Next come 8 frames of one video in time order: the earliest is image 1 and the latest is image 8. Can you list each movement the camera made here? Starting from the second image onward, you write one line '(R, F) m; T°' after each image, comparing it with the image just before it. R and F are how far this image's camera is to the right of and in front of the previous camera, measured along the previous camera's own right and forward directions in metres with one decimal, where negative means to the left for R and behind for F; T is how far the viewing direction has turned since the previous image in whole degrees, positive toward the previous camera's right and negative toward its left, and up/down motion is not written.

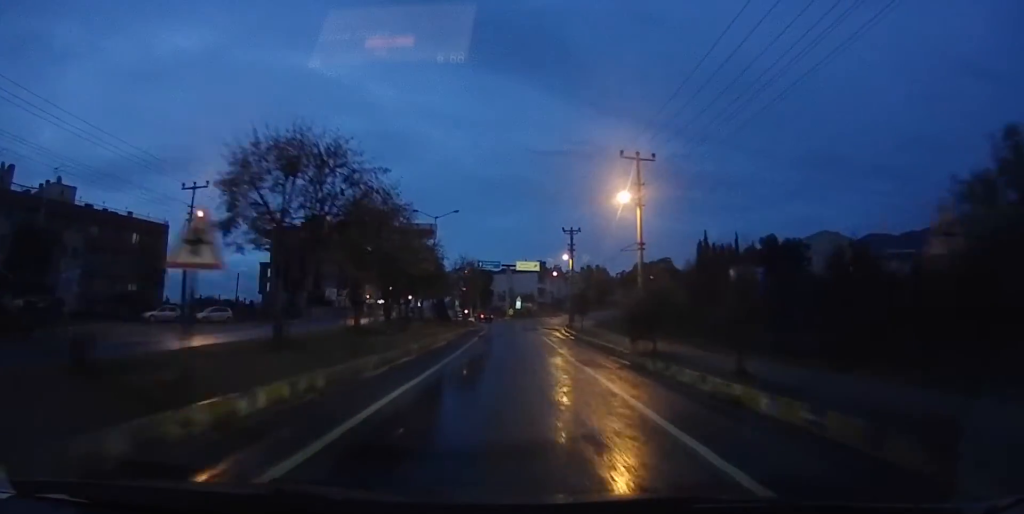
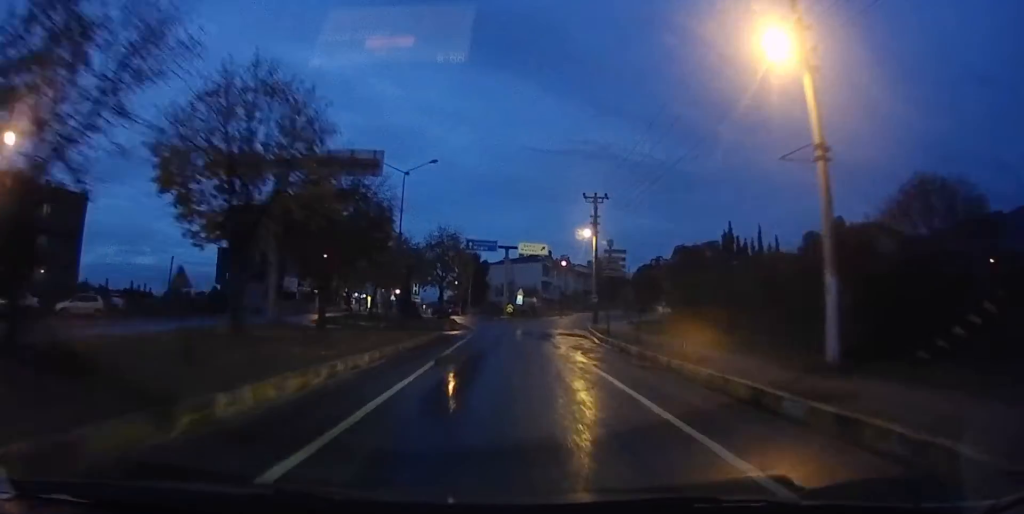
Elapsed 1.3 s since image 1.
(-0.1, +18.0) m; -1°
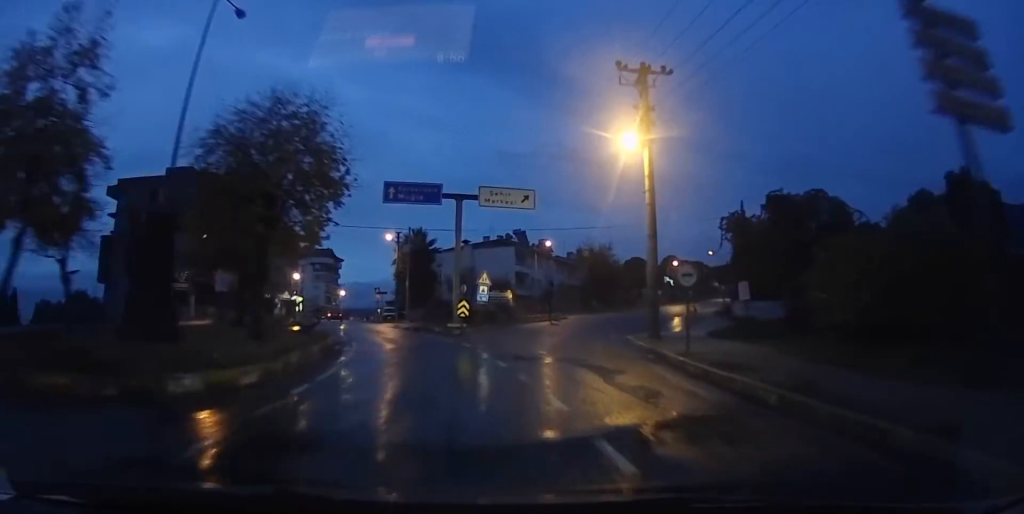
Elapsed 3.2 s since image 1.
(+0.3, +25.3) m; +4°
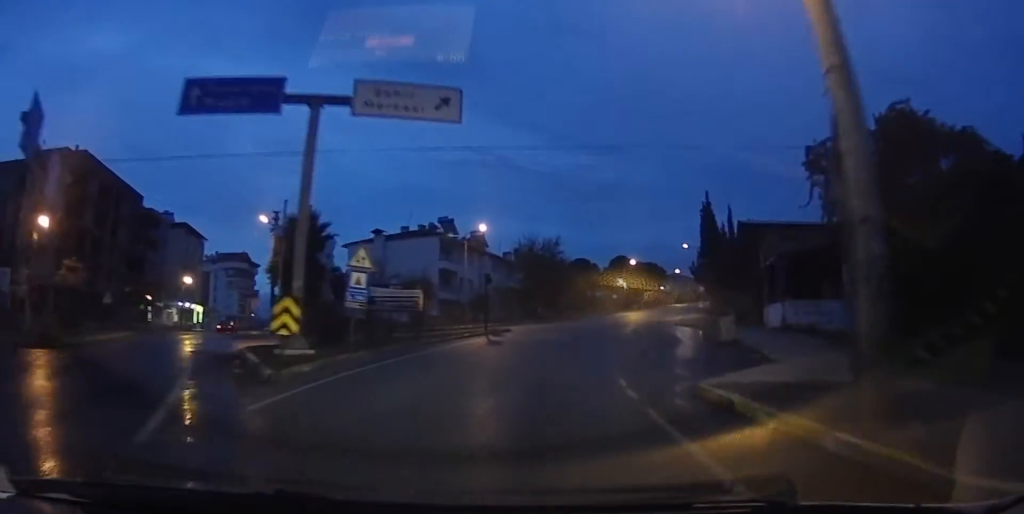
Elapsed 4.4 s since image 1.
(+0.7, +15.0) m; +6°
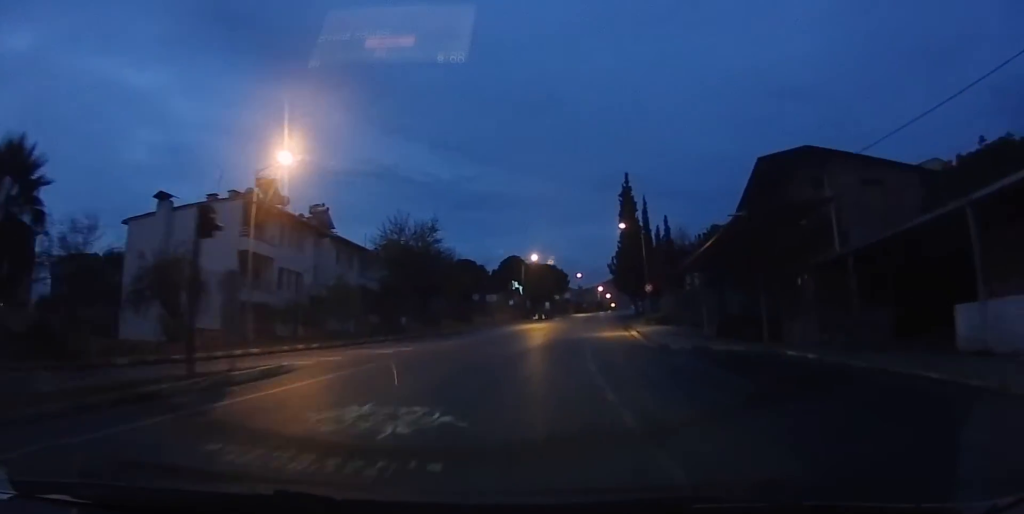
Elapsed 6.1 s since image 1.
(+1.8, +20.2) m; +10°
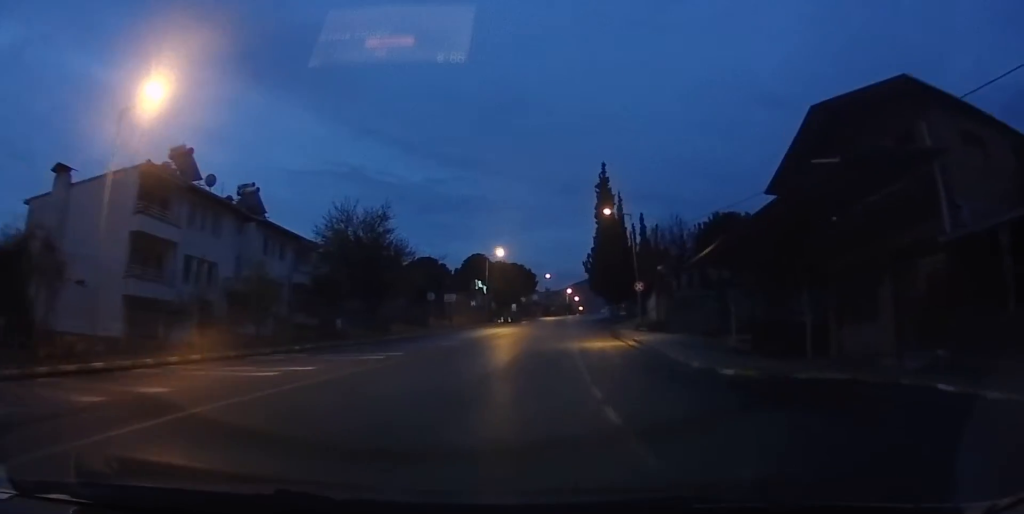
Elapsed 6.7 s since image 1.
(+0.2, +7.7) m; +4°
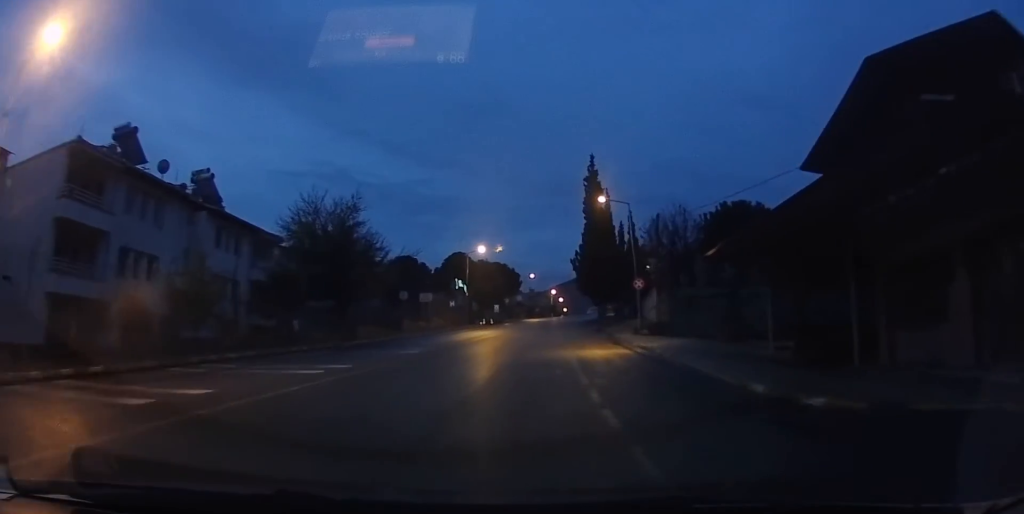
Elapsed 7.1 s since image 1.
(+0.2, +4.2) m; +2°
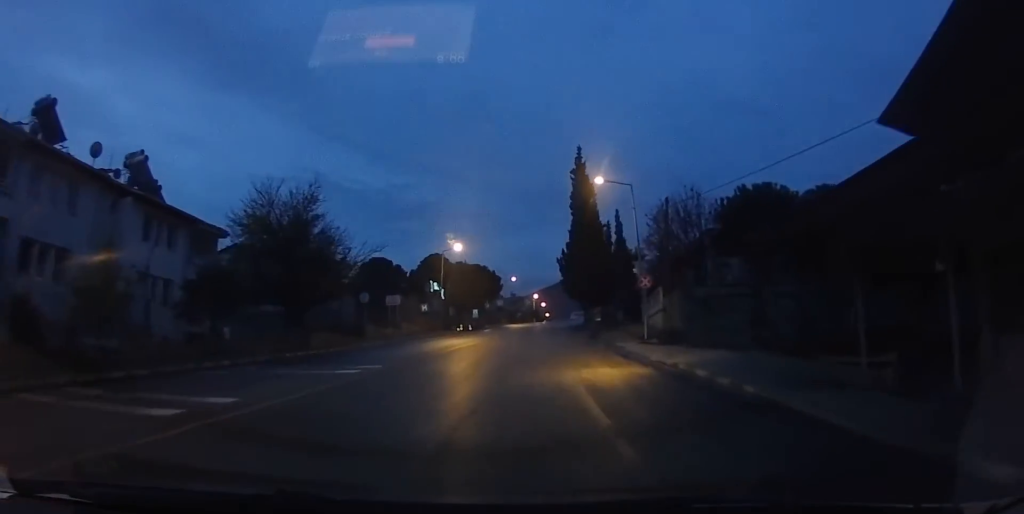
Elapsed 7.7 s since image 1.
(+0.1, +5.5) m; +3°
